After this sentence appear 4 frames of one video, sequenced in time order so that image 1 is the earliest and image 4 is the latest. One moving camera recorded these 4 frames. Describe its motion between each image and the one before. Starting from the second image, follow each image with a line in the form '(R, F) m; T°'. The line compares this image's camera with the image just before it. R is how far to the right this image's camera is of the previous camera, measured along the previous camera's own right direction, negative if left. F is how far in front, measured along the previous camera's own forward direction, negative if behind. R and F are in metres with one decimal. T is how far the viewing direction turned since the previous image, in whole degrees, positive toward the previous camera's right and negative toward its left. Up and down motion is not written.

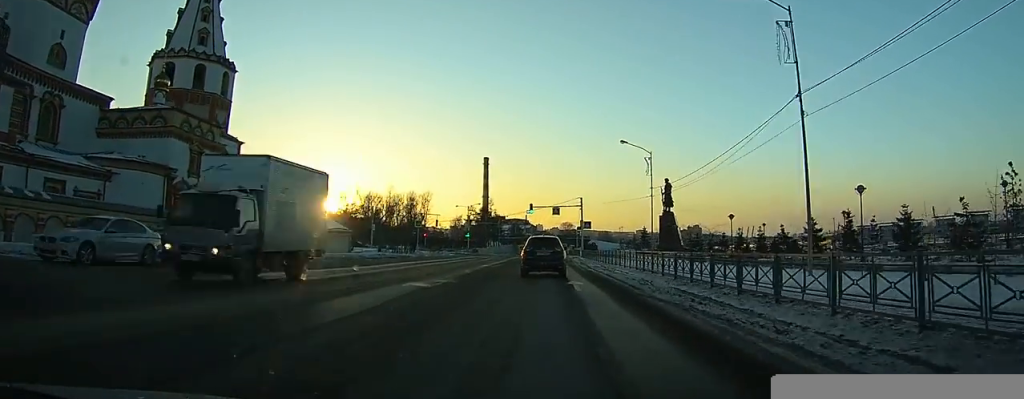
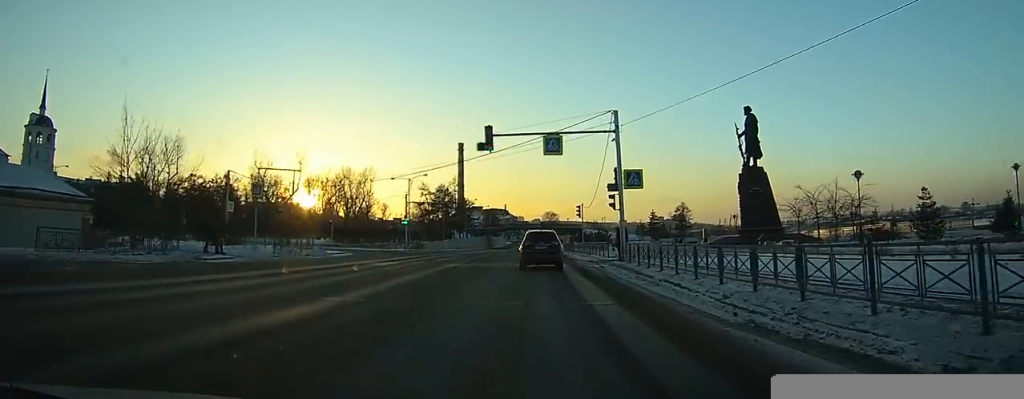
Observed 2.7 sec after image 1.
(+1.2, +42.2) m; +3°
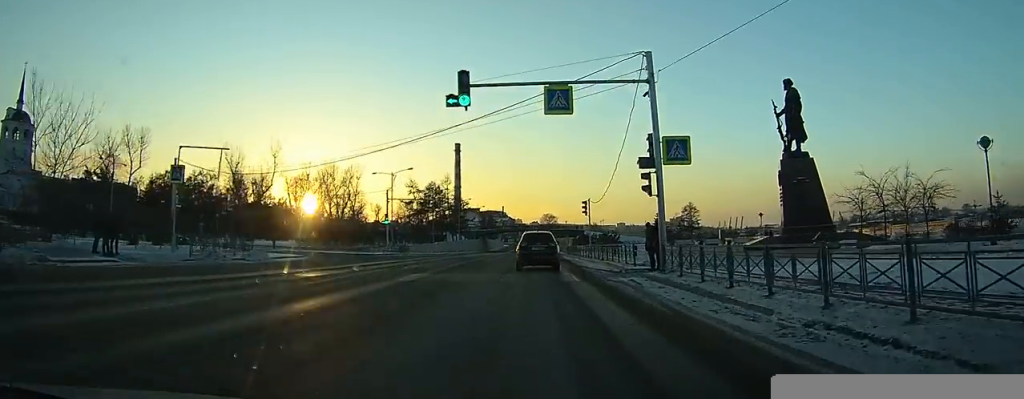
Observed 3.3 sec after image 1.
(0.0, +9.0) m; 0°
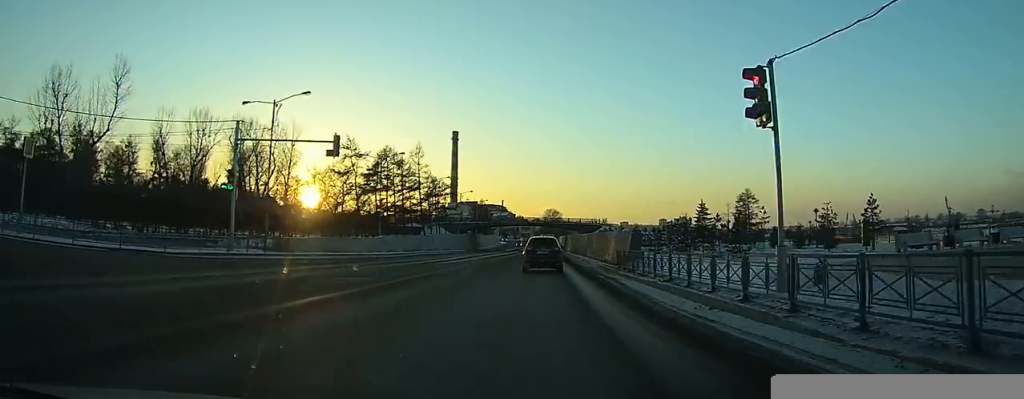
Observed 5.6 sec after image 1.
(+0.2, +36.2) m; +1°
